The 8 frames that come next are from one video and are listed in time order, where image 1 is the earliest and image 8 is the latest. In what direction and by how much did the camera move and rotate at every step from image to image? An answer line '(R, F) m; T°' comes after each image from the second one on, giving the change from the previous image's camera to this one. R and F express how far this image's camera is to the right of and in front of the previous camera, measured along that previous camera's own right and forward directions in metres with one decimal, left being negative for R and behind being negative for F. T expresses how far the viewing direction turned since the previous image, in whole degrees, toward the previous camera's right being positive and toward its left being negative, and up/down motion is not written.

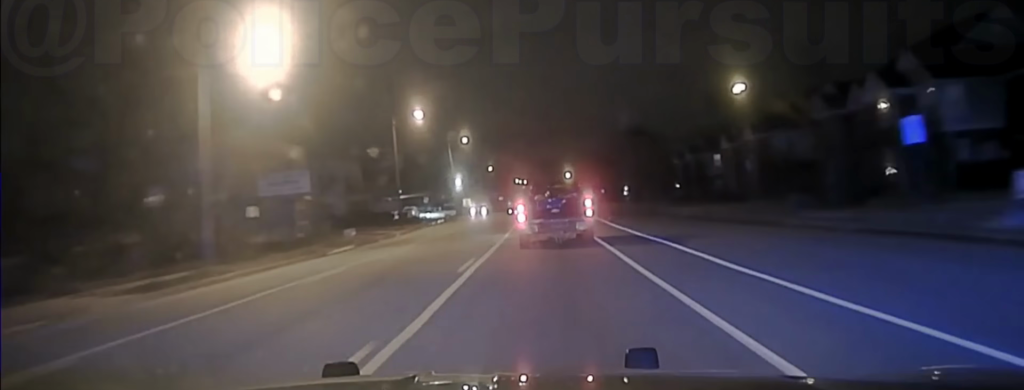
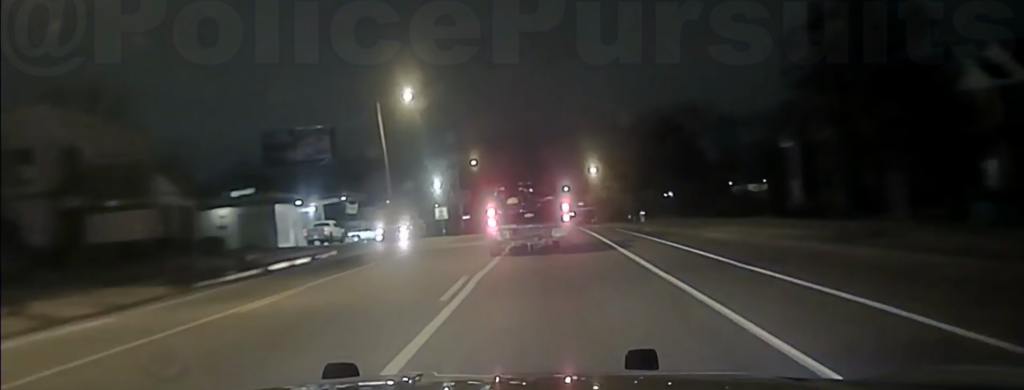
(-0.4, +55.0) m; 0°
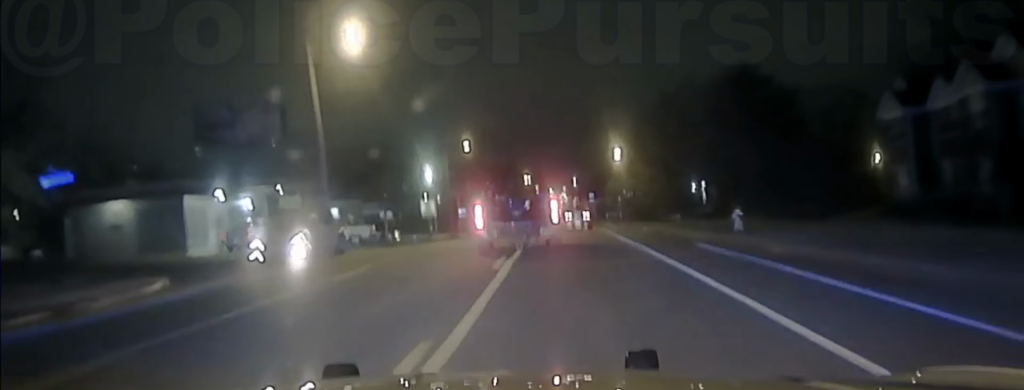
(0.0, +23.3) m; 0°
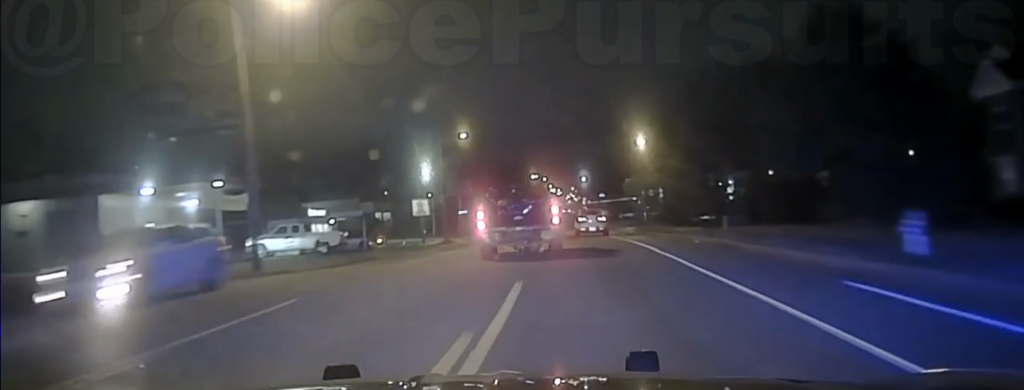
(0.0, +14.0) m; 0°
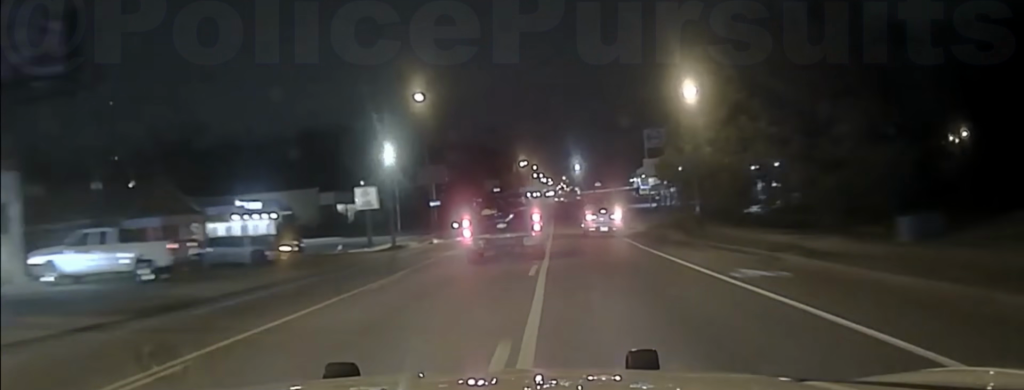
(0.0, +22.8) m; 0°
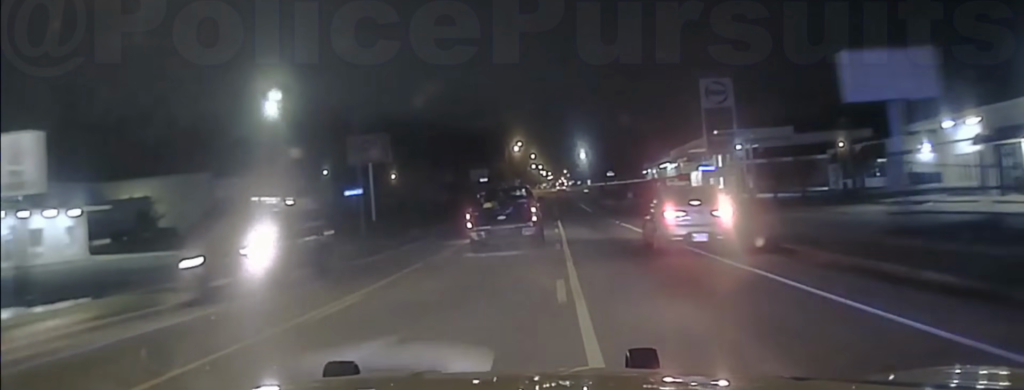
(0.0, +40.6) m; 0°
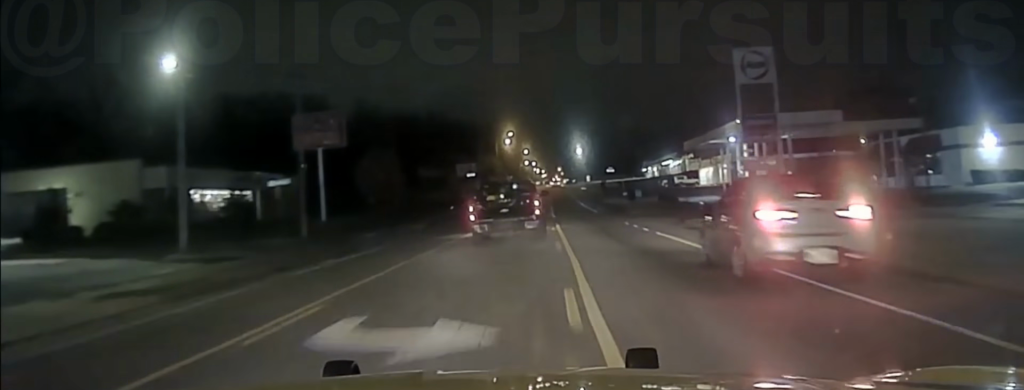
(0.0, +12.6) m; 0°
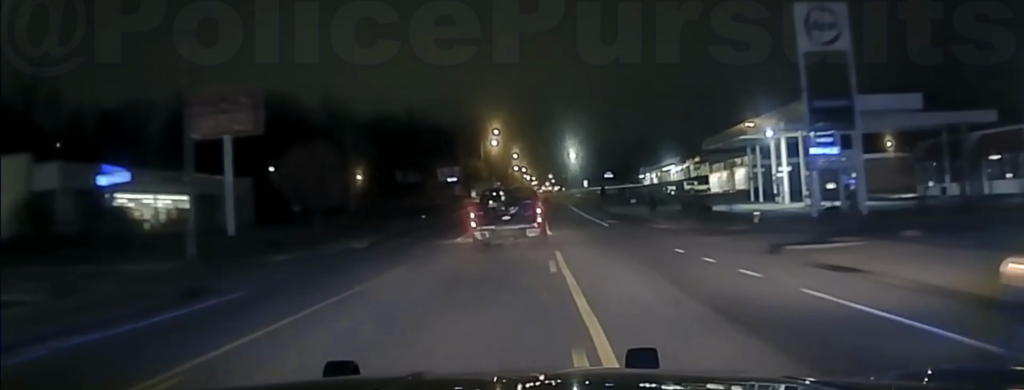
(0.0, +13.7) m; 0°
